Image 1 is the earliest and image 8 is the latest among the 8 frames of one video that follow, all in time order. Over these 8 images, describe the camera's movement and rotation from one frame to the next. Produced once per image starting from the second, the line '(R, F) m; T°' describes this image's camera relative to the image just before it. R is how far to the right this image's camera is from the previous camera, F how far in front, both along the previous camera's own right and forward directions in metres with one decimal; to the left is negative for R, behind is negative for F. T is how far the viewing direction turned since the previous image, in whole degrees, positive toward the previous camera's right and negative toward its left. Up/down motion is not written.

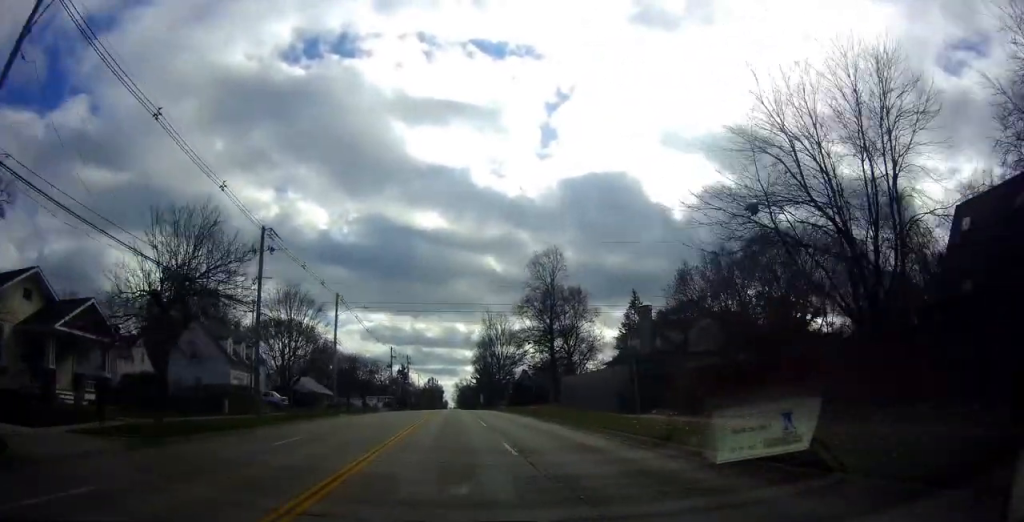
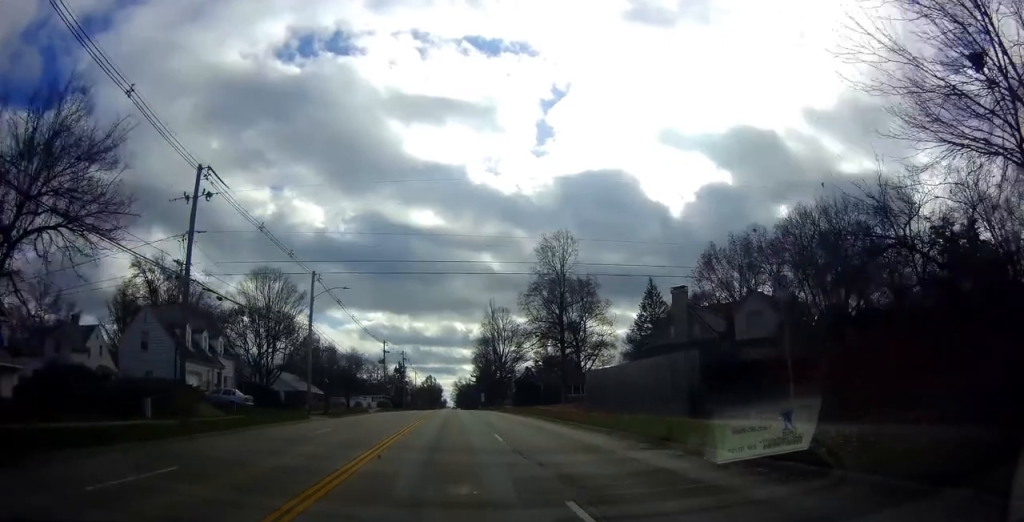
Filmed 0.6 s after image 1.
(0.0, +9.0) m; 0°
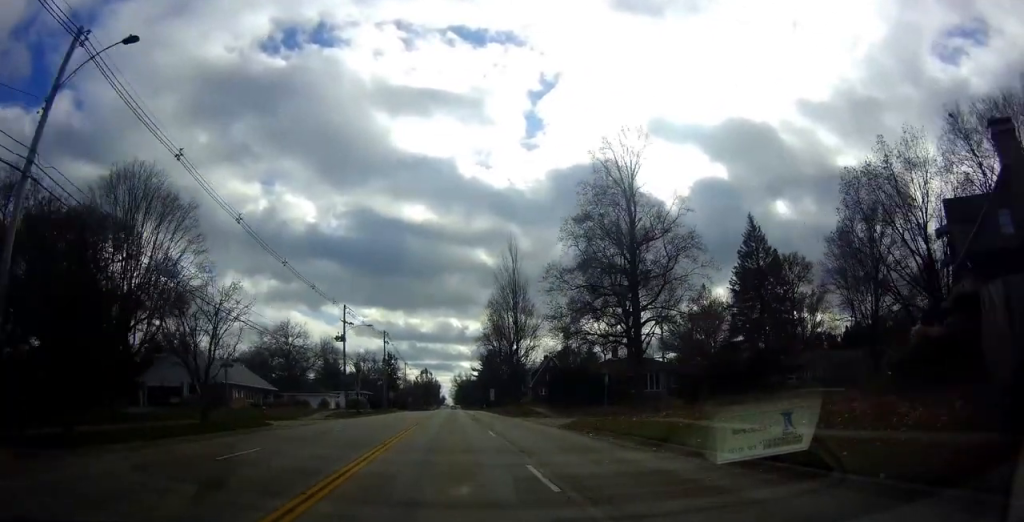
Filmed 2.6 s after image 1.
(-1.5, +31.4) m; -2°
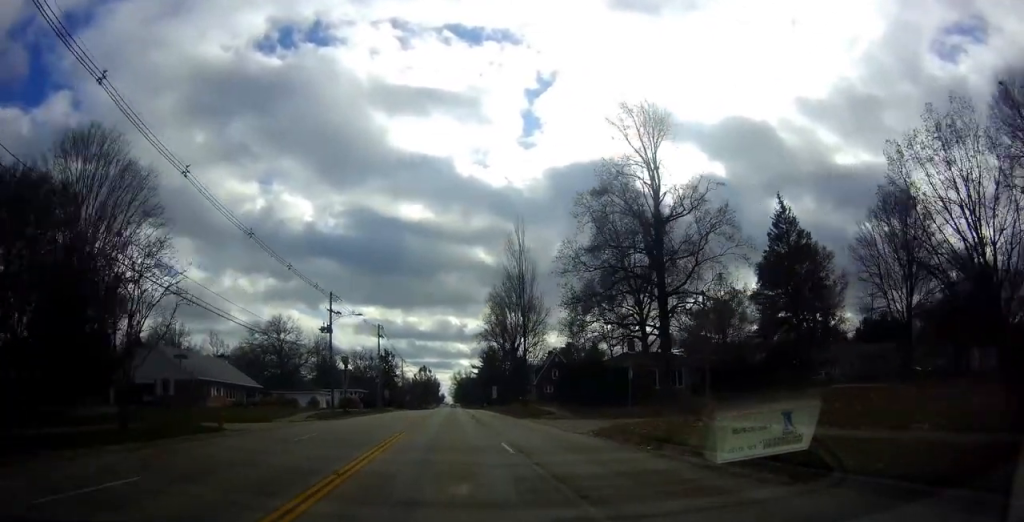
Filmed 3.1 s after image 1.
(+0.3, +6.3) m; +1°
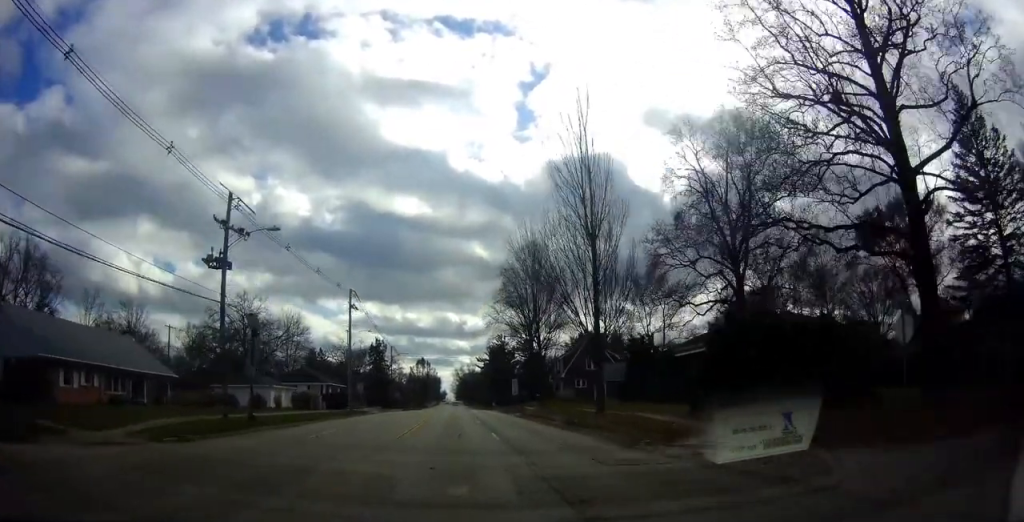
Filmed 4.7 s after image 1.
(+0.6, +25.0) m; +1°
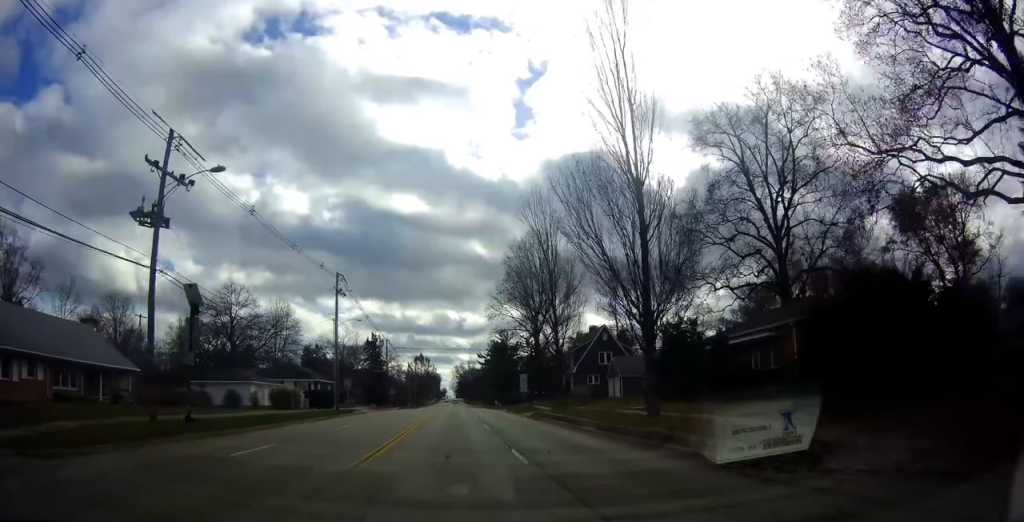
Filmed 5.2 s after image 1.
(0.0, +7.2) m; 0°
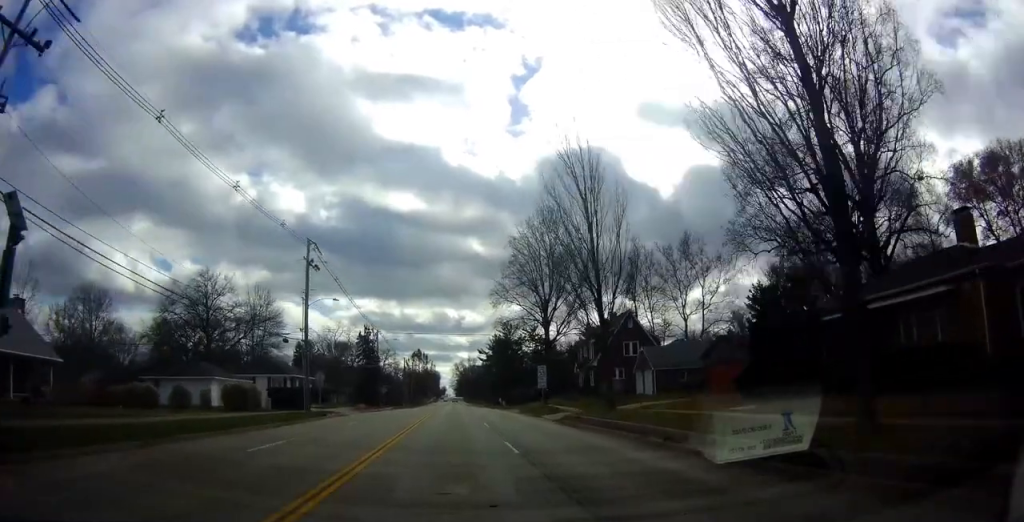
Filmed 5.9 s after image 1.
(0.0, +10.8) m; -1°
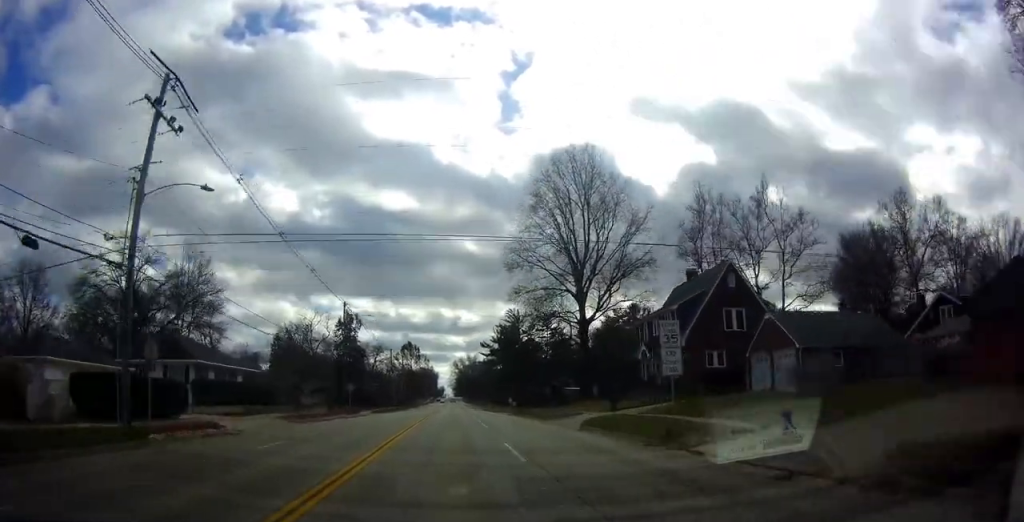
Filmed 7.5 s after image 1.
(-1.1, +23.9) m; -2°
